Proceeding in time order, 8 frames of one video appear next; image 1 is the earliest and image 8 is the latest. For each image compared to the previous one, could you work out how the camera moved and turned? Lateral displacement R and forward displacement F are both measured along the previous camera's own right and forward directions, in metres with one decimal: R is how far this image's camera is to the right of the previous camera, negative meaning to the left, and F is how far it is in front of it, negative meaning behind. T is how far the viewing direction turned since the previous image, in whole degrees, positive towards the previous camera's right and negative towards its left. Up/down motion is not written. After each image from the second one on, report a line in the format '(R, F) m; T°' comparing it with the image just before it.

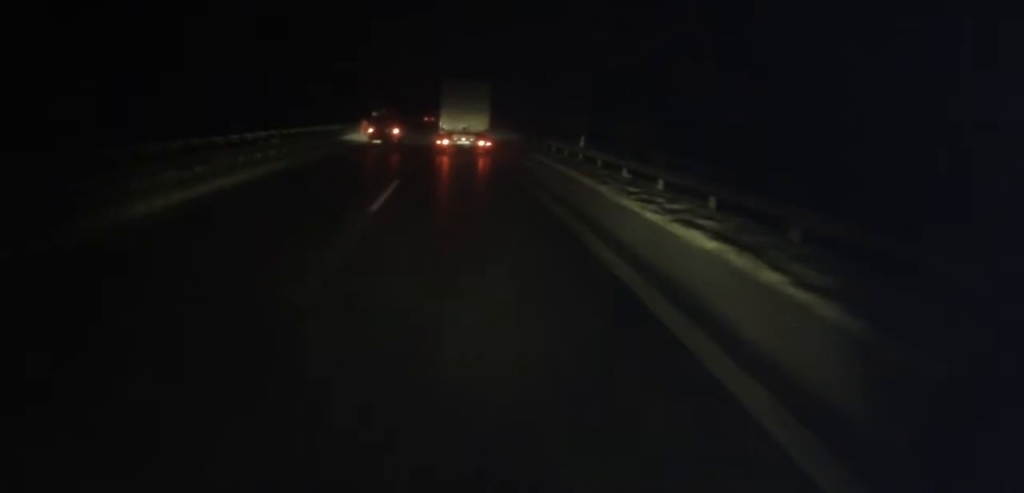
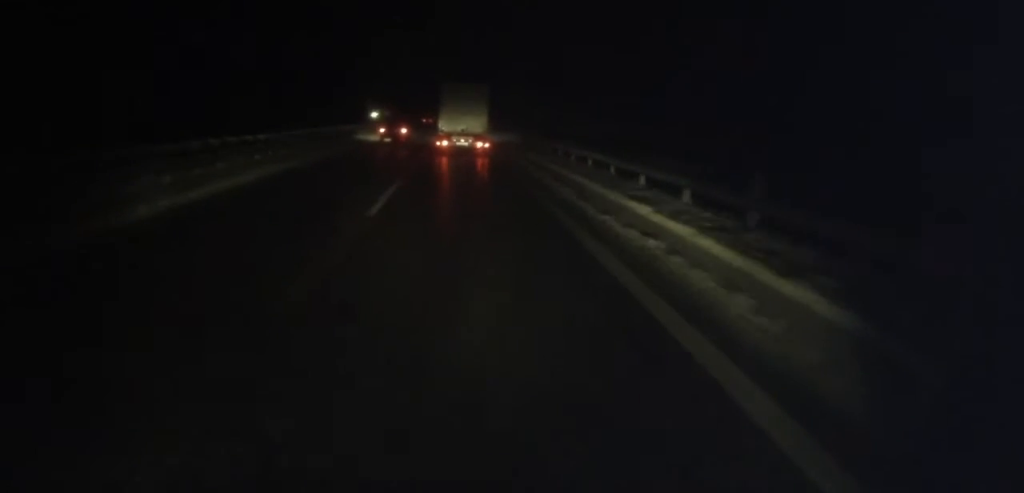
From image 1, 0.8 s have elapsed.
(0.0, +17.9) m; 0°
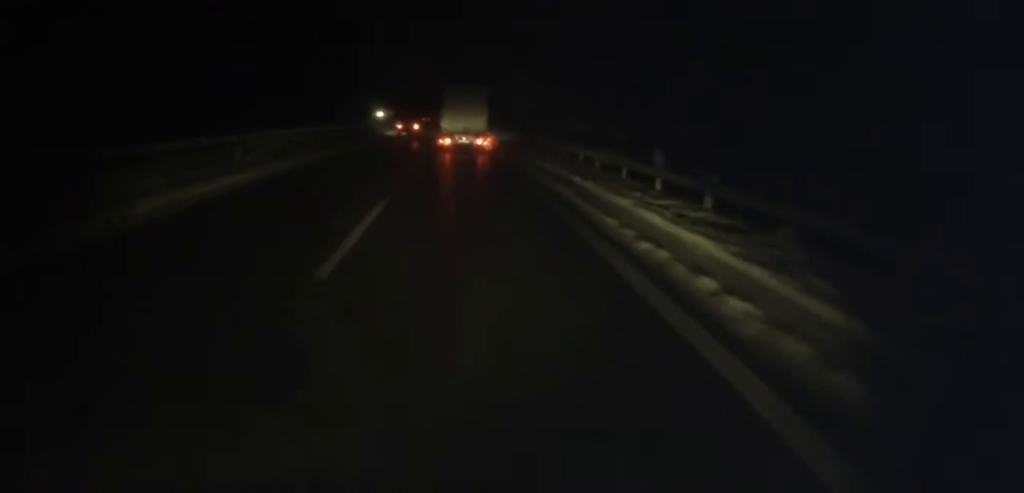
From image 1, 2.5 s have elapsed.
(+0.6, +41.0) m; +2°
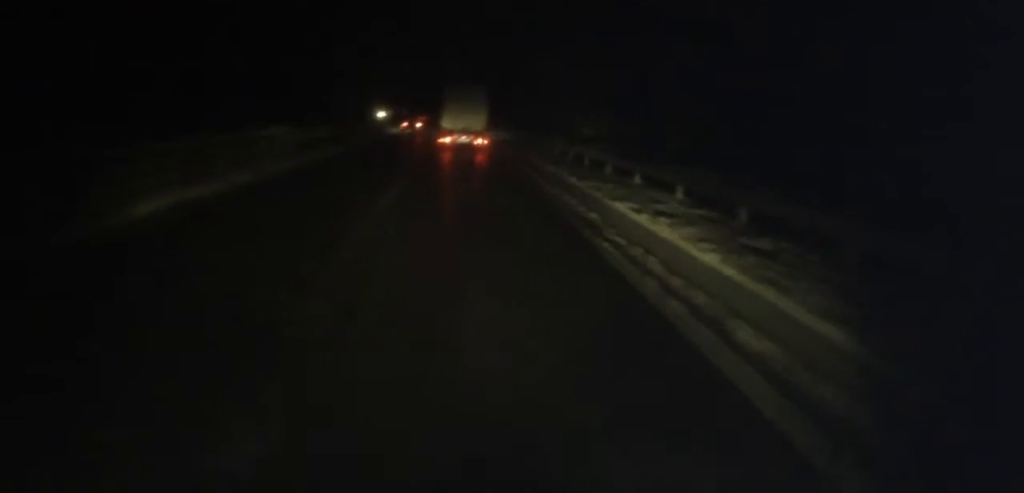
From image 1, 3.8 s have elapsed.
(+0.2, +30.0) m; -1°
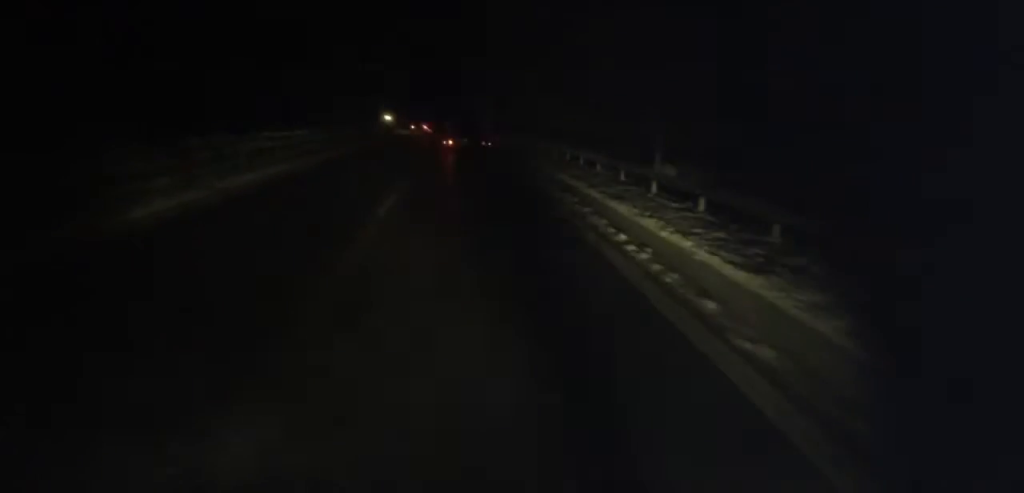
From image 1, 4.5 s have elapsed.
(-0.2, +17.3) m; -2°
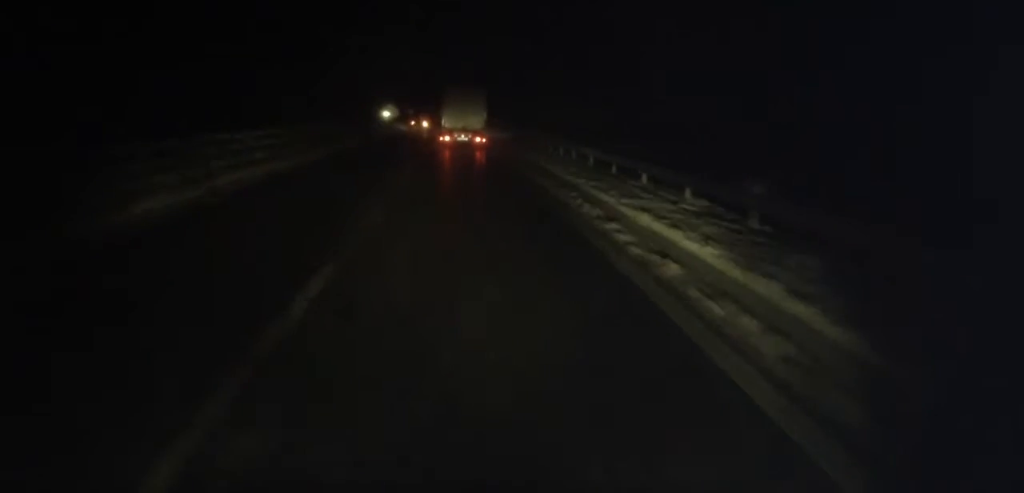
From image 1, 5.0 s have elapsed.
(-0.3, +11.0) m; 0°
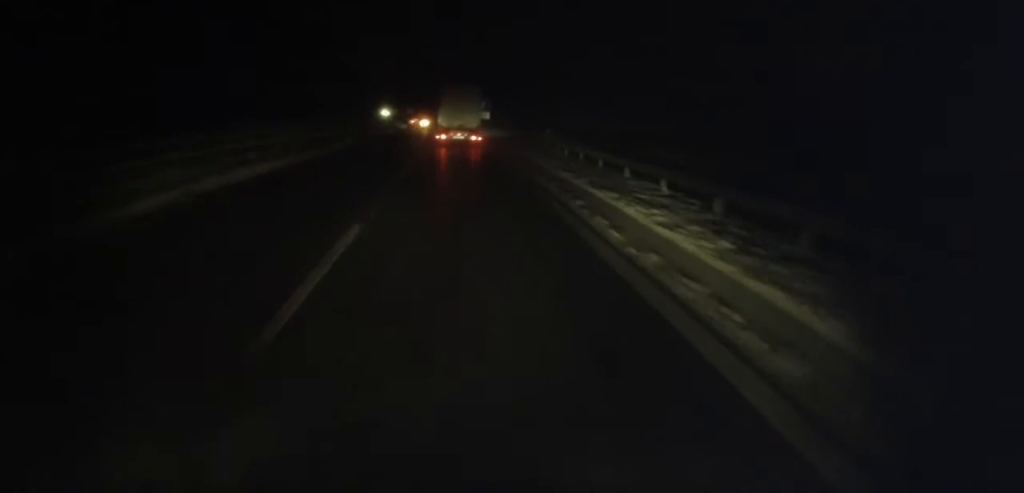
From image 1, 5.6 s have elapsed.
(-0.1, +14.2) m; 0°
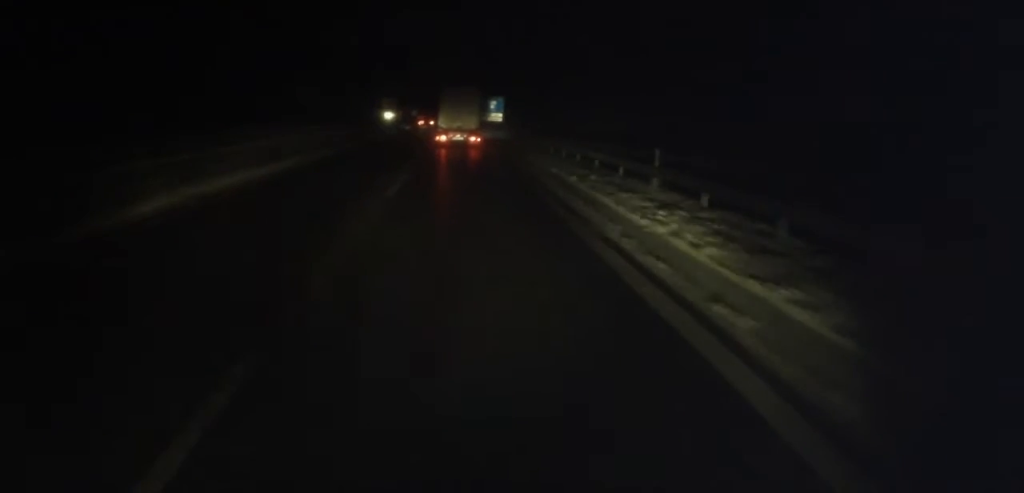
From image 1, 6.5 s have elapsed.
(+0.3, +22.9) m; 0°
